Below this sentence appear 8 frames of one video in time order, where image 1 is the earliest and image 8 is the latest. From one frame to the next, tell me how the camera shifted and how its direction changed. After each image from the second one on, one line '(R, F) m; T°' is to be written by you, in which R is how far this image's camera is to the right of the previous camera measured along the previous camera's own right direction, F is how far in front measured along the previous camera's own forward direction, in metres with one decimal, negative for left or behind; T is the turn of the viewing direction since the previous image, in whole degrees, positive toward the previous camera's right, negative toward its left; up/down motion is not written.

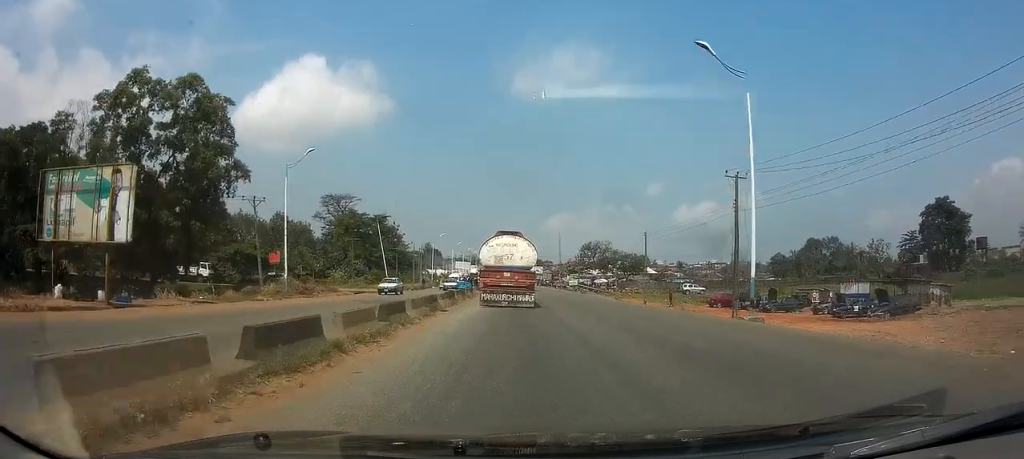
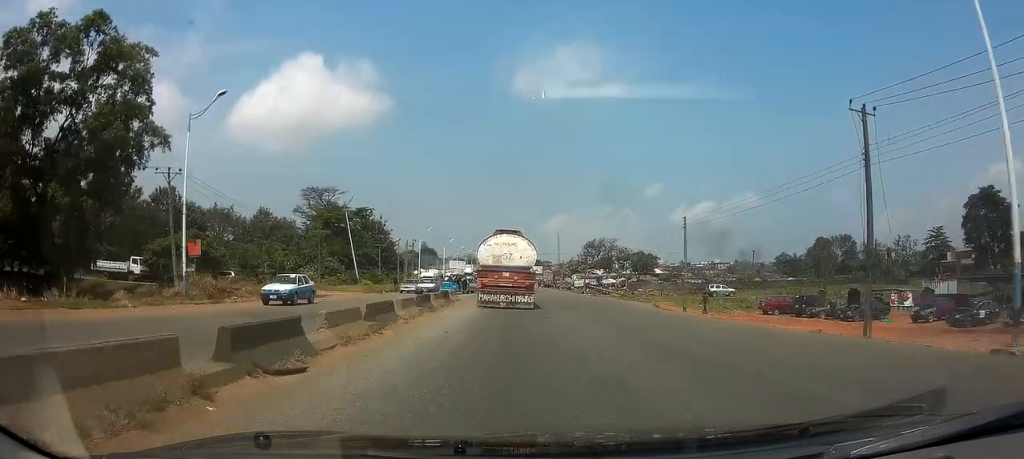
(+0.1, +14.0) m; 0°
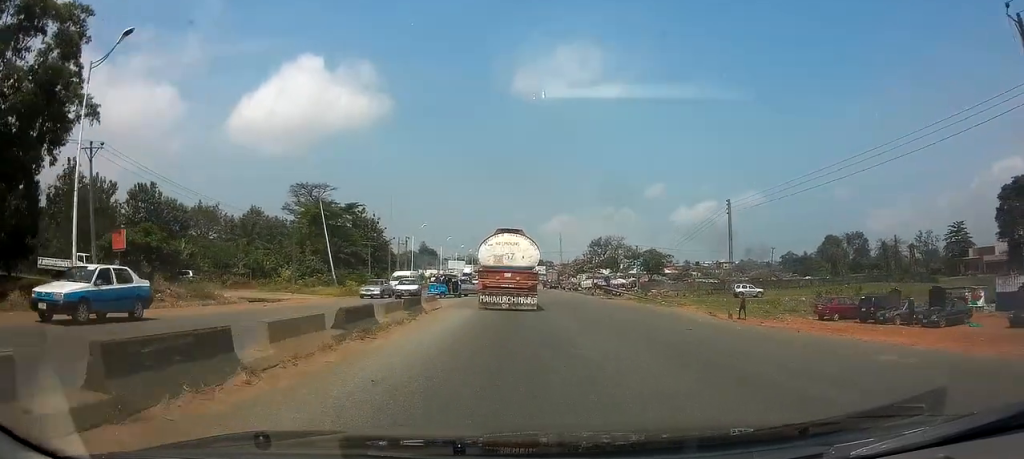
(0.0, +9.4) m; 0°
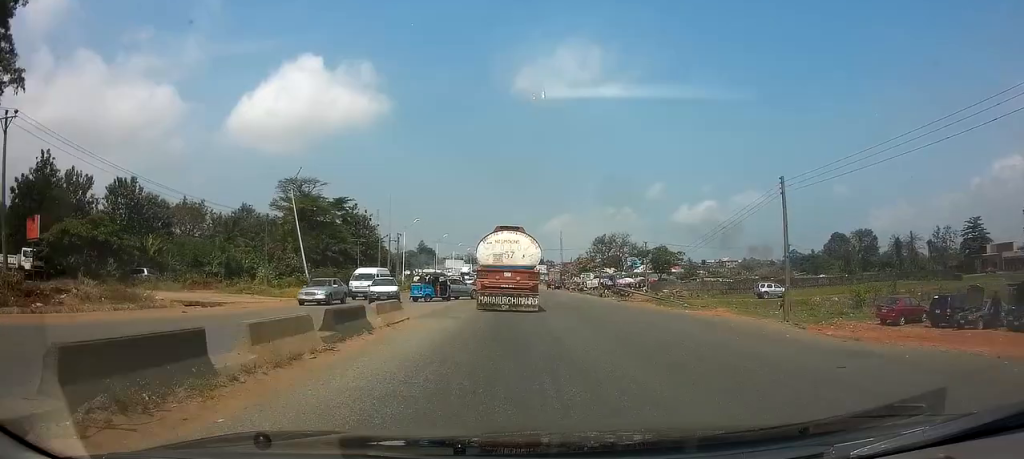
(0.0, +7.4) m; 0°
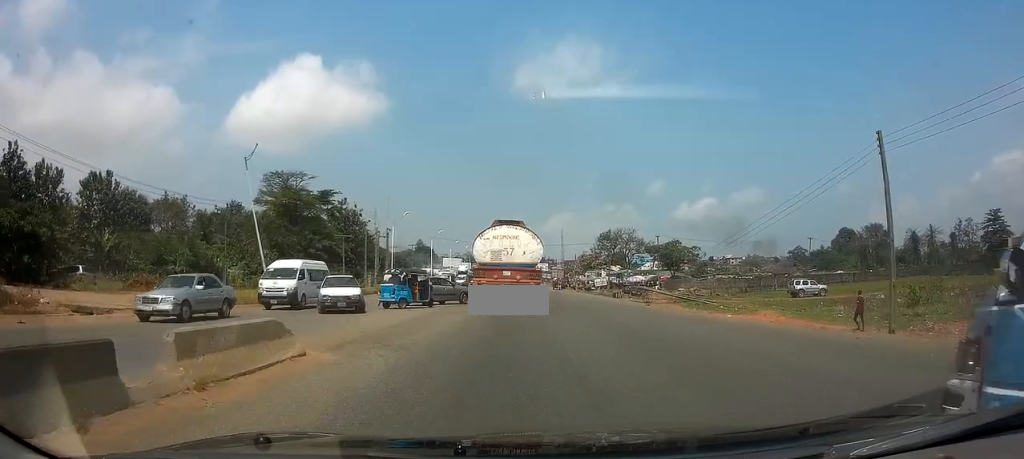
(0.0, +8.7) m; 0°
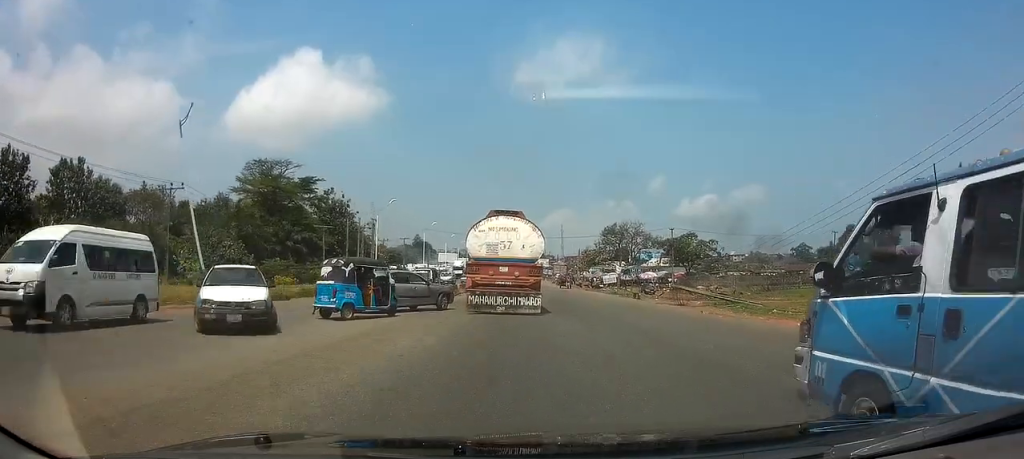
(0.0, +9.0) m; 0°
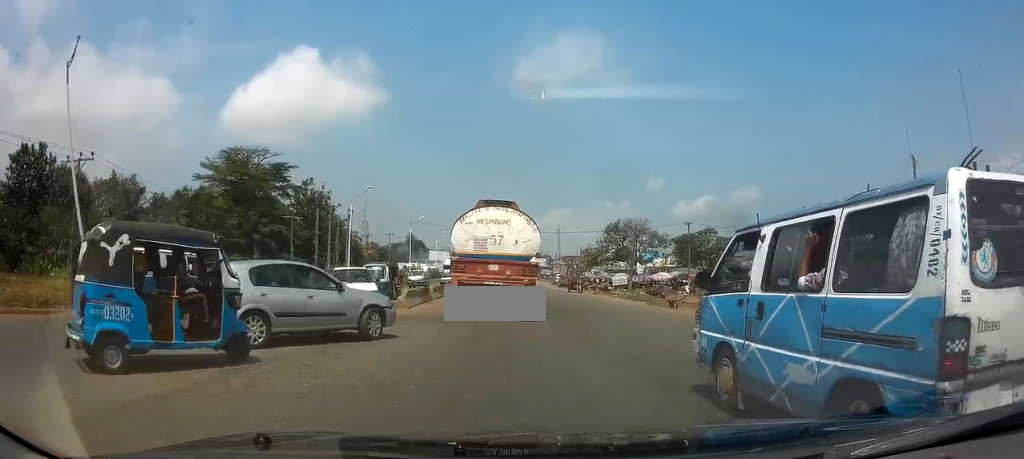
(0.0, +10.3) m; 0°
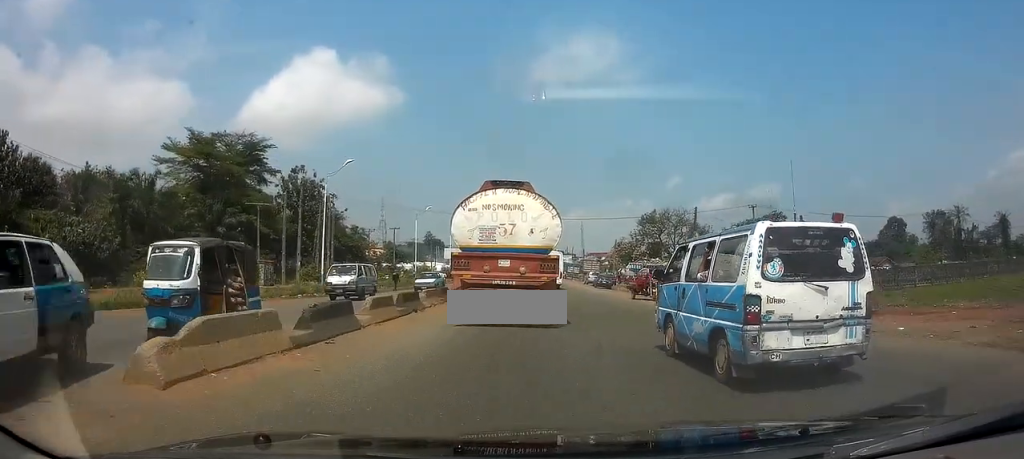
(-0.2, +14.8) m; -2°
